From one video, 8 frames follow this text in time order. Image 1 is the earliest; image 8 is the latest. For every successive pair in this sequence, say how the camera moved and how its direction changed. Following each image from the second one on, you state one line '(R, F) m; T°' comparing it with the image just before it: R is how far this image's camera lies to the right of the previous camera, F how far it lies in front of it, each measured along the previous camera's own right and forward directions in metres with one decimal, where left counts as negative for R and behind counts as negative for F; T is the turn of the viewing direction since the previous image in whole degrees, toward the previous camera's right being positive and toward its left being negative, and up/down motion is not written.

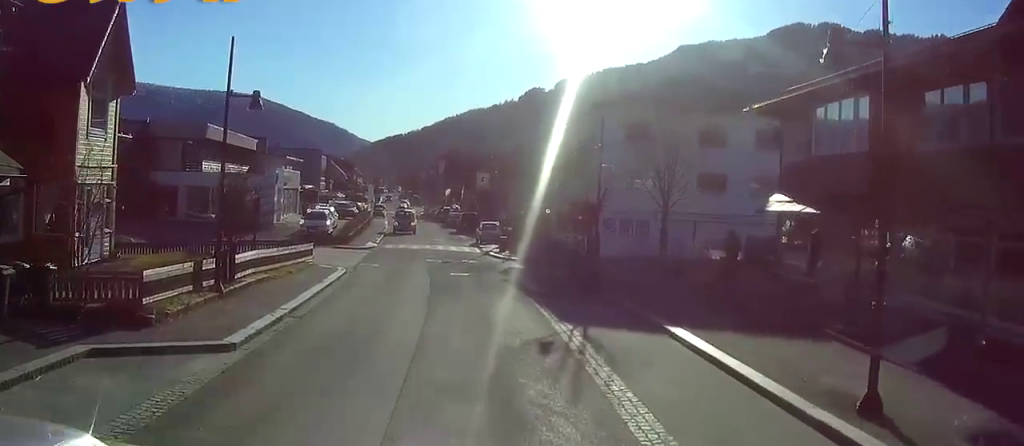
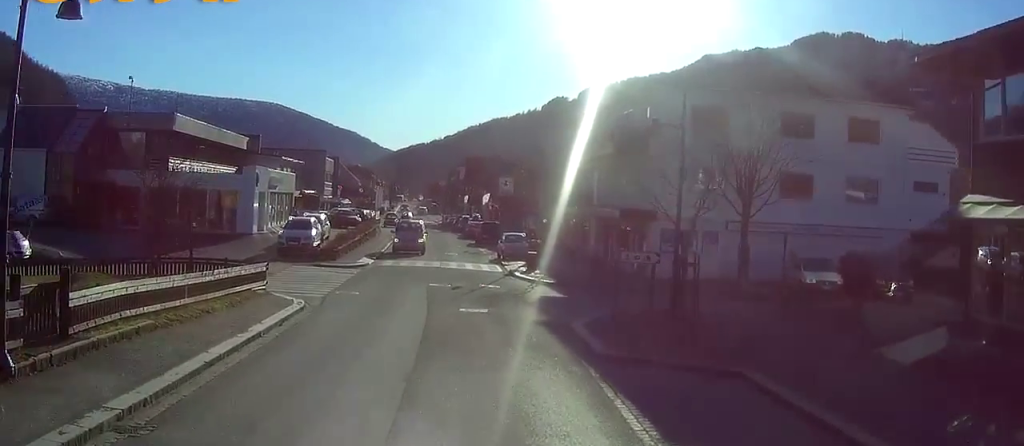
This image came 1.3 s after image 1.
(-0.4, +12.4) m; -1°
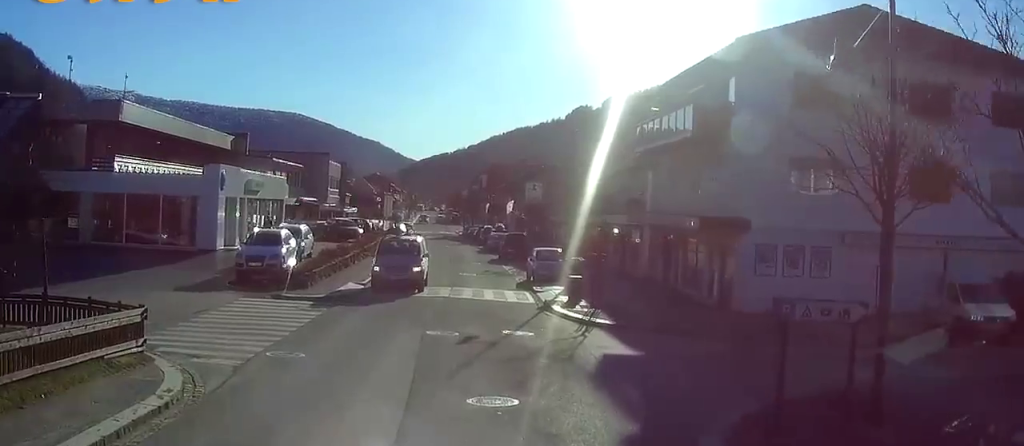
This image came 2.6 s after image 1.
(+0.1, +12.6) m; +1°
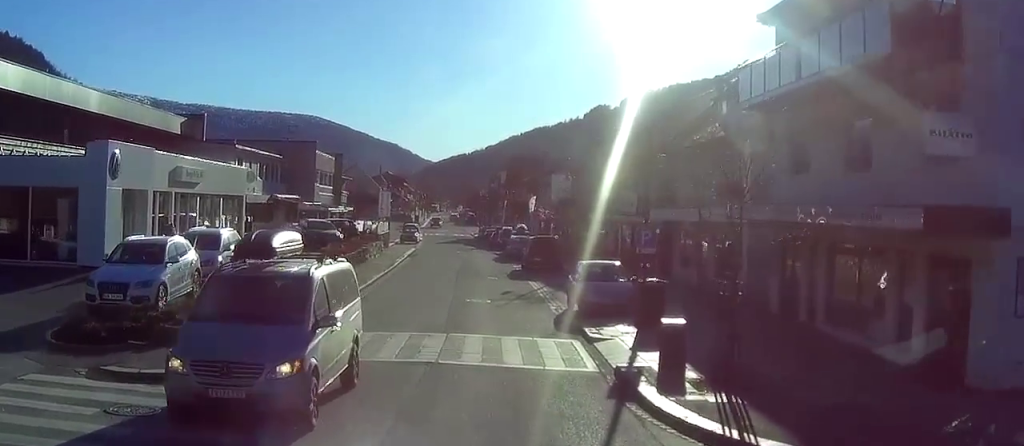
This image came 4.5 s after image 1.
(+0.7, +17.2) m; +4°
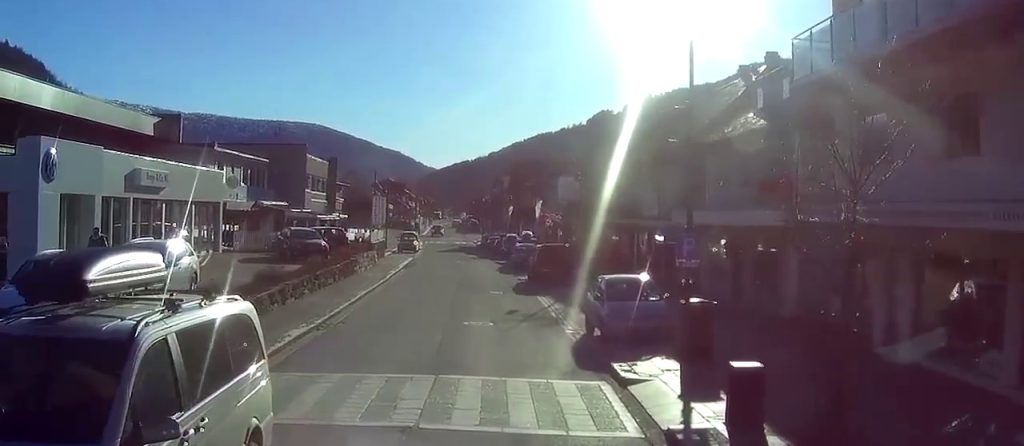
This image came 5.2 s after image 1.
(0.0, +5.8) m; 0°
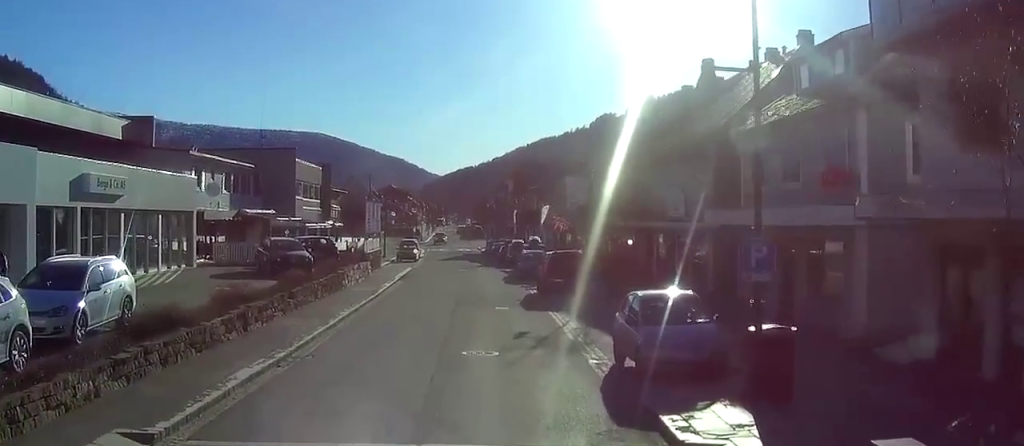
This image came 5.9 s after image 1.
(0.0, +5.5) m; -1°
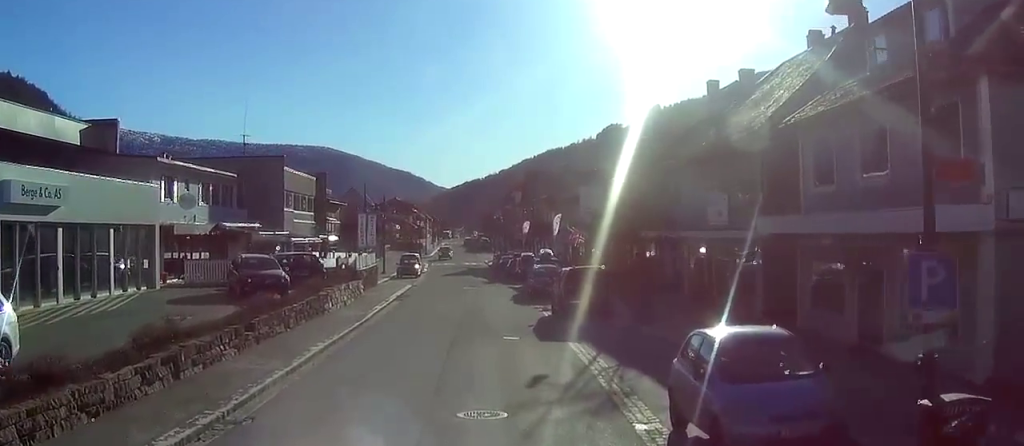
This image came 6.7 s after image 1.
(-0.1, +6.4) m; -3°
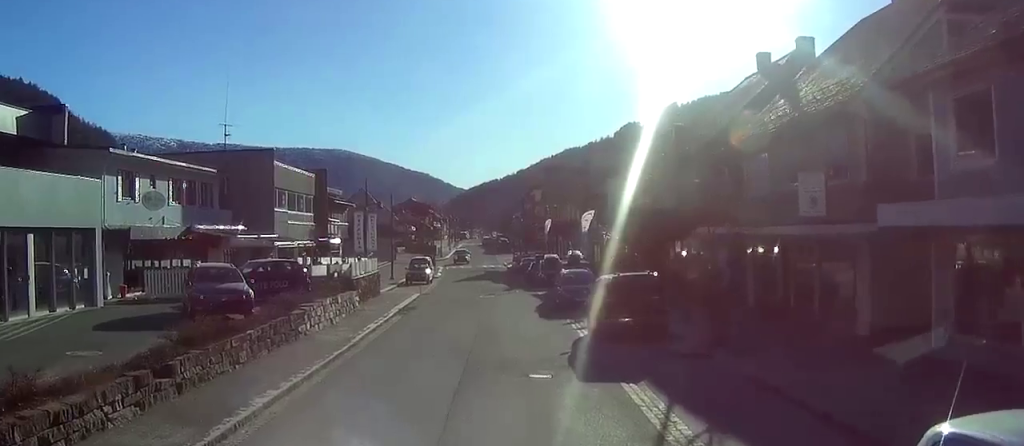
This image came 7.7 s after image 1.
(-0.4, +8.3) m; -4°
